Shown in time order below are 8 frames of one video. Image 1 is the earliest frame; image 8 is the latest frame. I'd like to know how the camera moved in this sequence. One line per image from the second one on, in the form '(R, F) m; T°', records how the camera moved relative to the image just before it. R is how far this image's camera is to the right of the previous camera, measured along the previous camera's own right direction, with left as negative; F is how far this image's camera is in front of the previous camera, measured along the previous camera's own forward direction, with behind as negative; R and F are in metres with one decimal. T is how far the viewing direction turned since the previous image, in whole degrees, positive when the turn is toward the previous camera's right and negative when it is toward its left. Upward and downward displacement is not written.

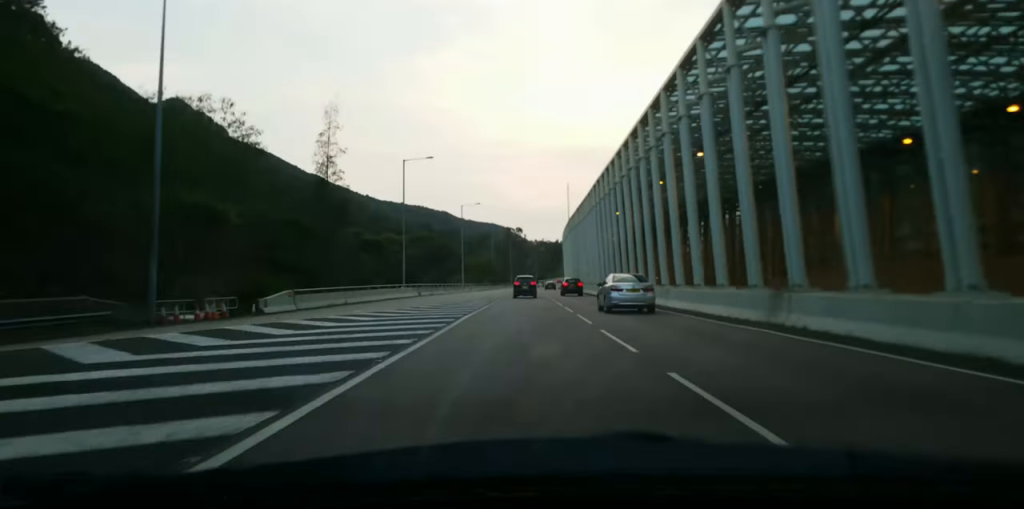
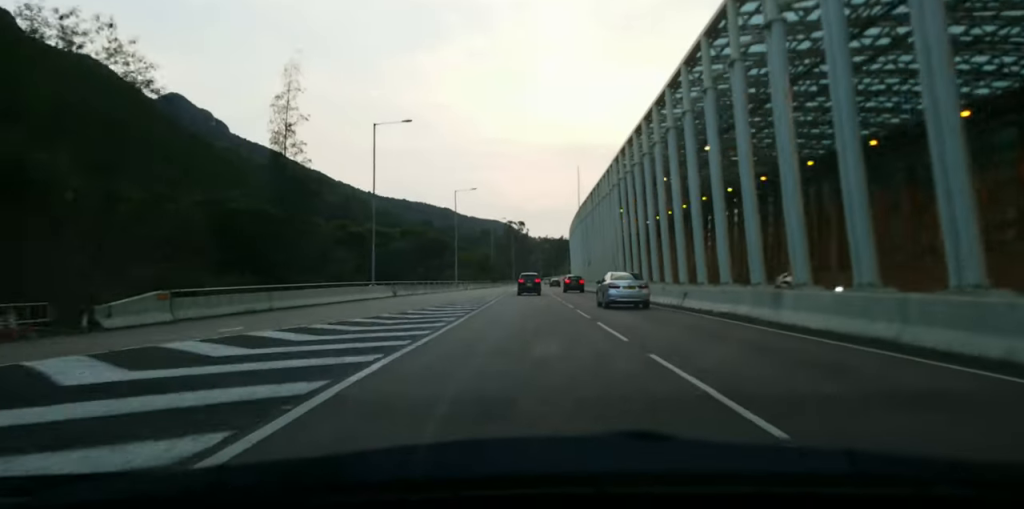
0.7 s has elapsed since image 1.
(+0.5, +16.8) m; +1°
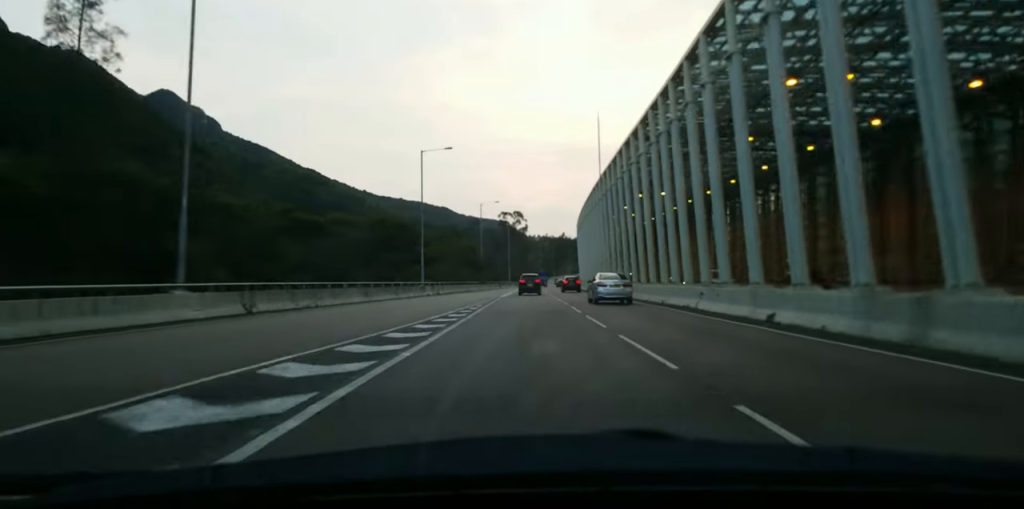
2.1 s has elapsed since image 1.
(-0.5, +32.2) m; -1°
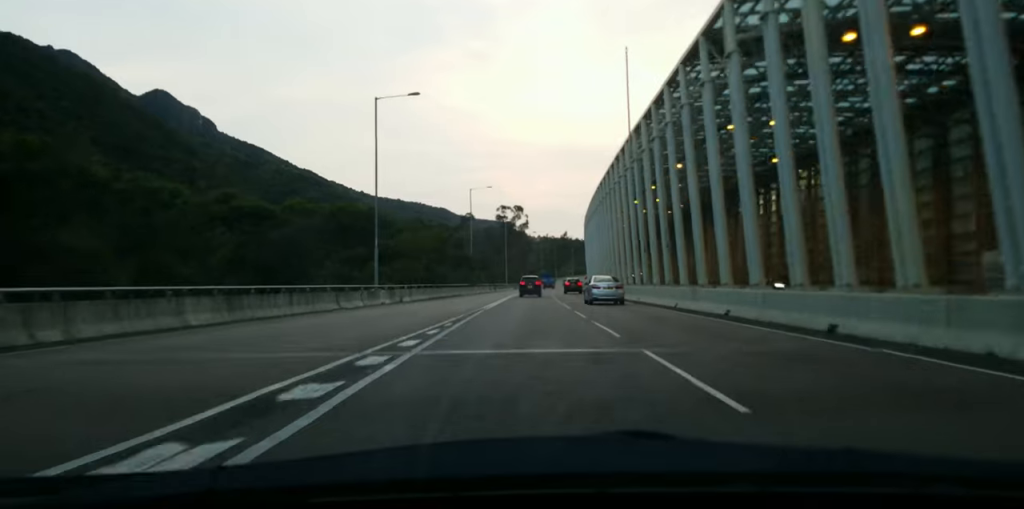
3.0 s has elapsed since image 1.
(+0.1, +20.9) m; +1°
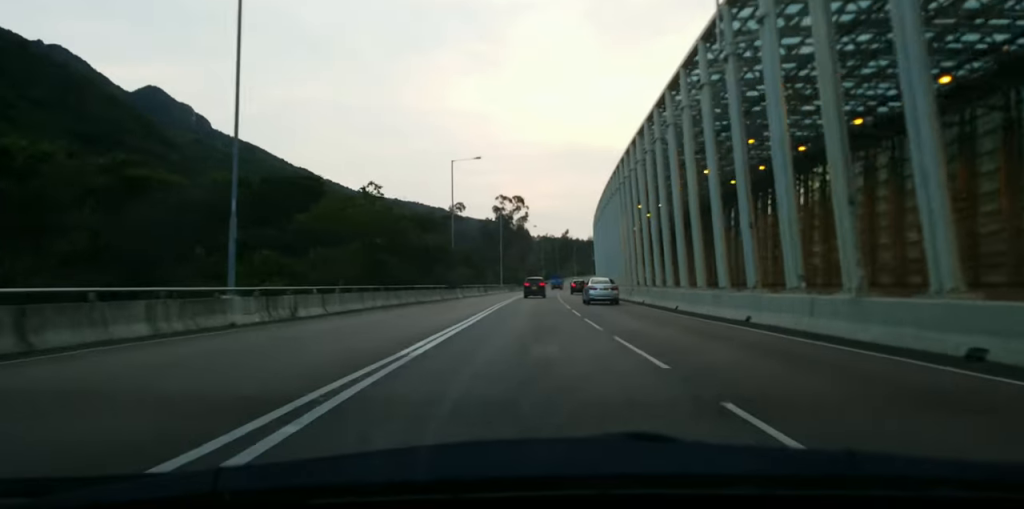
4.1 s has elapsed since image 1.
(+0.1, +23.7) m; 0°
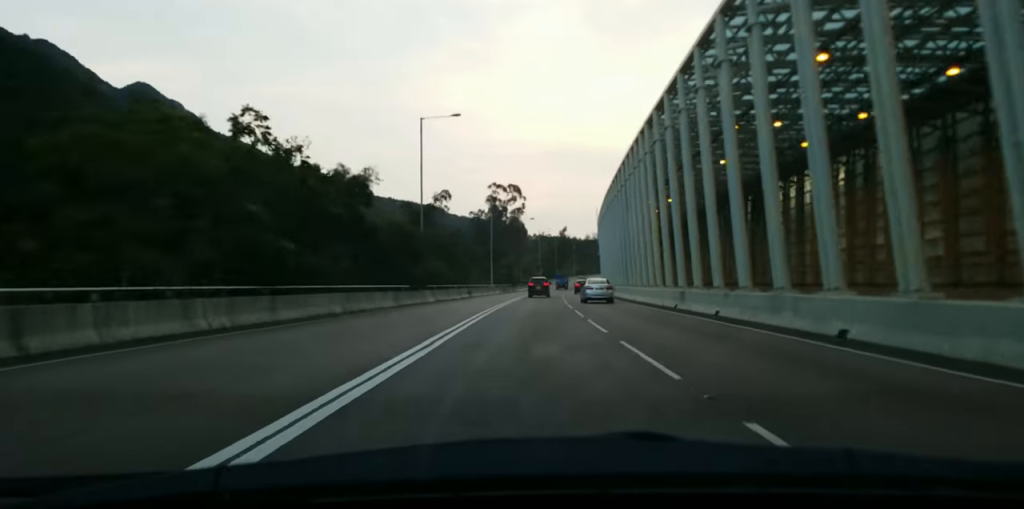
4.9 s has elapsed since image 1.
(-0.2, +19.3) m; 0°
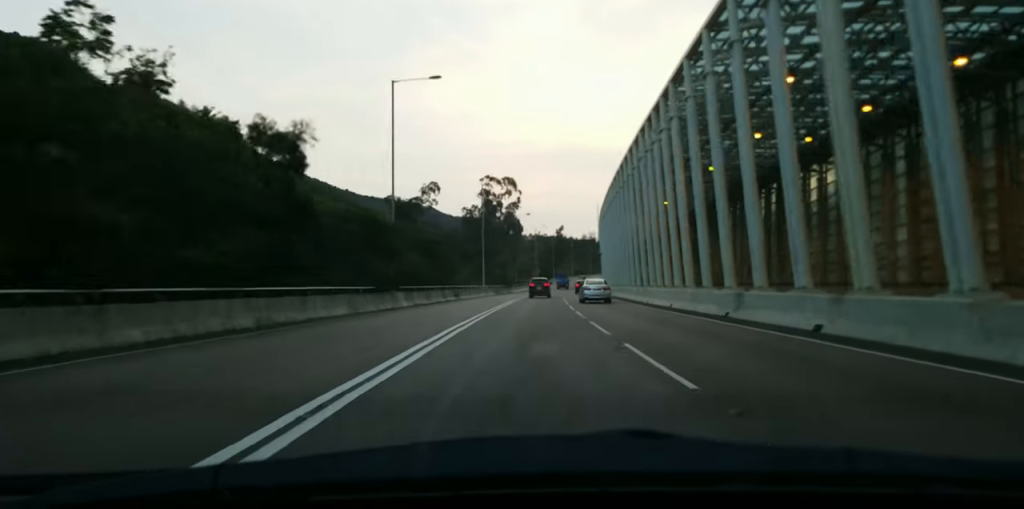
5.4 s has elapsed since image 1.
(+0.1, +10.3) m; +1°
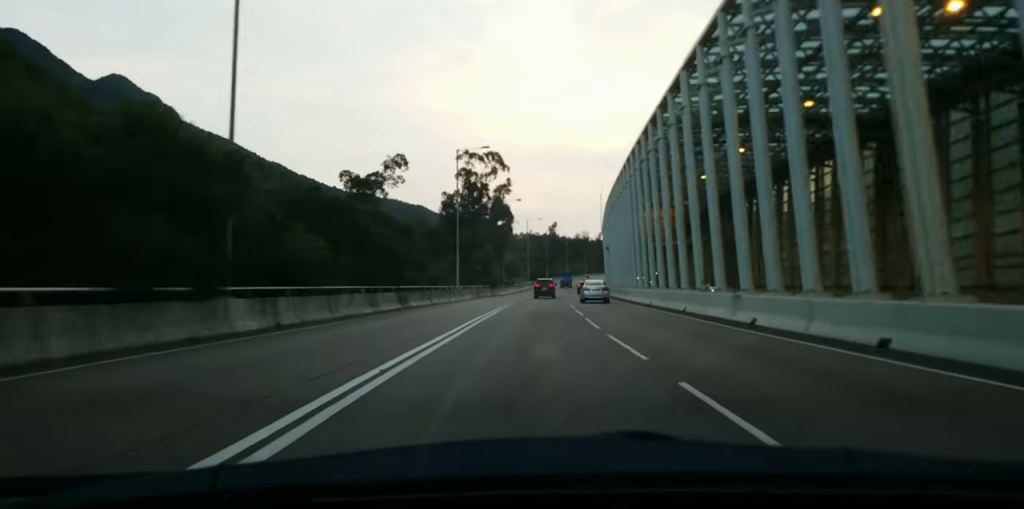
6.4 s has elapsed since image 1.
(+0.4, +23.5) m; +1°
